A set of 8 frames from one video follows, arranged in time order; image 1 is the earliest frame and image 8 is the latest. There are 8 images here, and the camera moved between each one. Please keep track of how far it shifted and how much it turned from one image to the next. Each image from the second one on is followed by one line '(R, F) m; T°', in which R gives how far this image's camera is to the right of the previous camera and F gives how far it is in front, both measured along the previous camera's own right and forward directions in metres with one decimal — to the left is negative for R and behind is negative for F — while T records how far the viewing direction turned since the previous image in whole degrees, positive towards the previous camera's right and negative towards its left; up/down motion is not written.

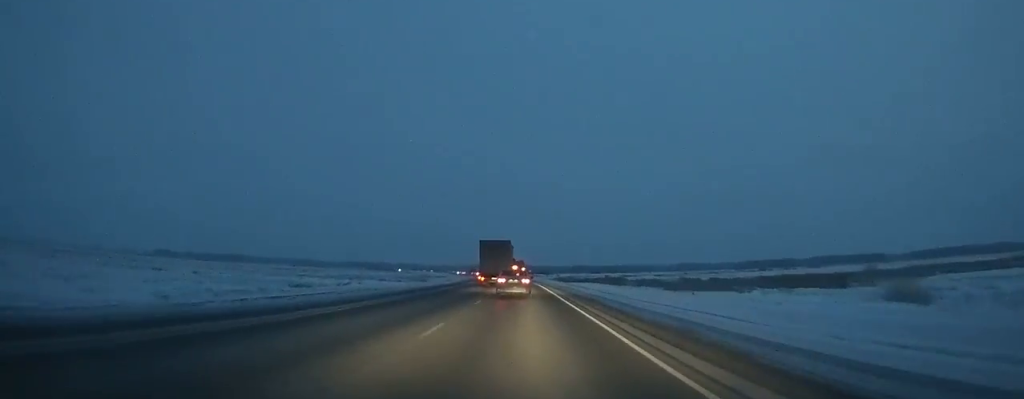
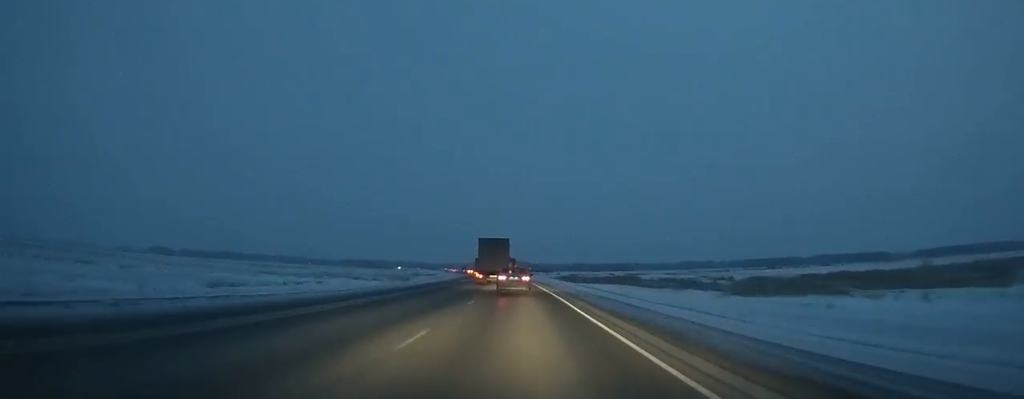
(0.0, +25.0) m; 0°
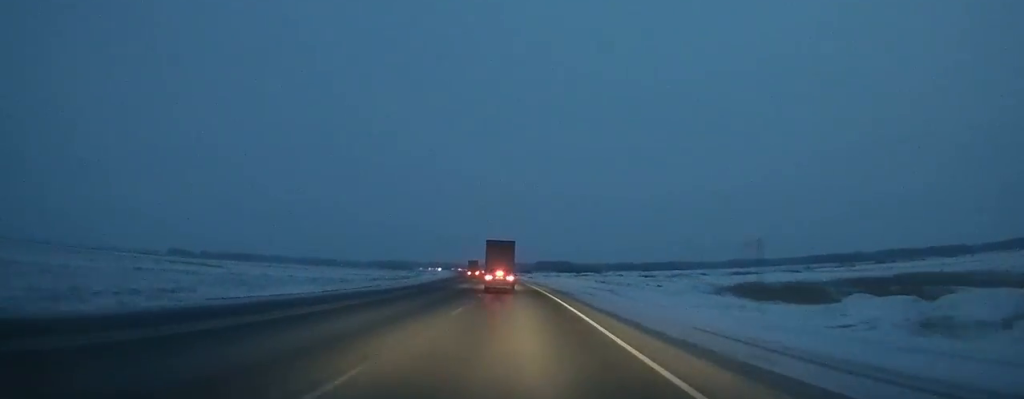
(-3.6, +121.8) m; -4°
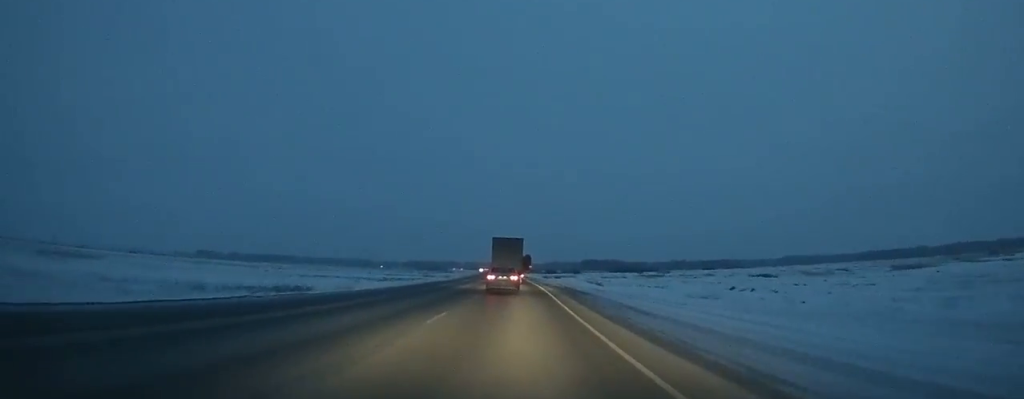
(-2.9, +83.5) m; -3°
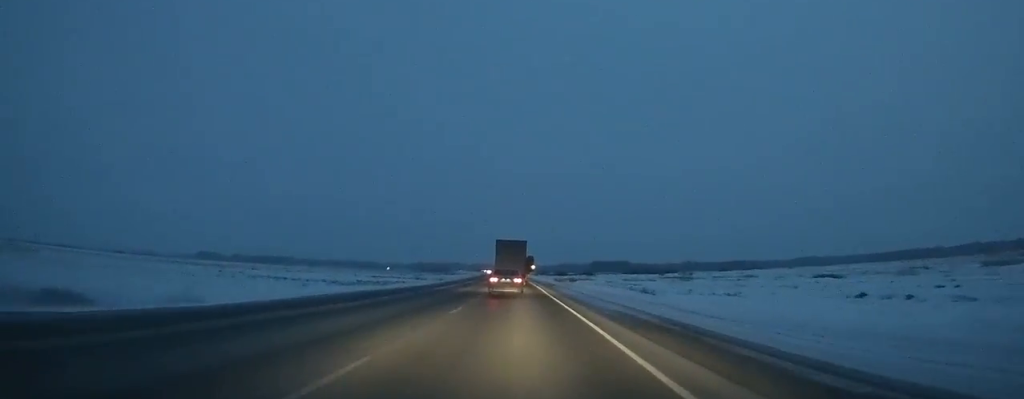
(-0.3, +31.9) m; -1°
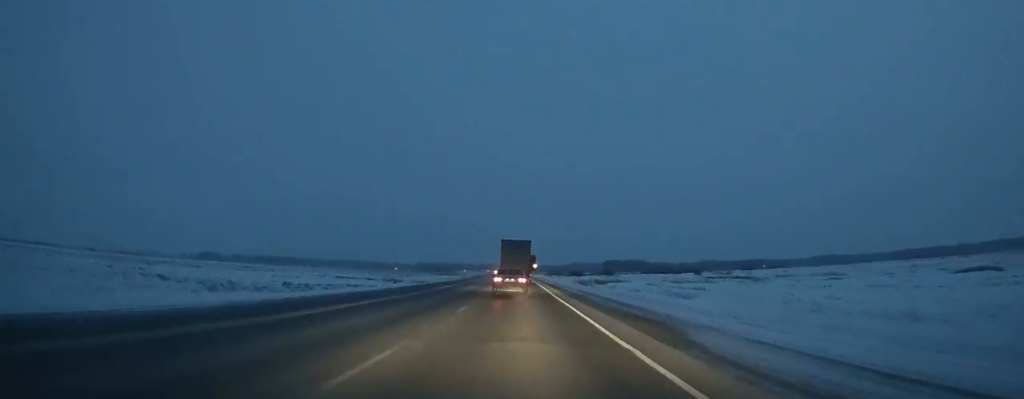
(-0.4, +45.9) m; -1°
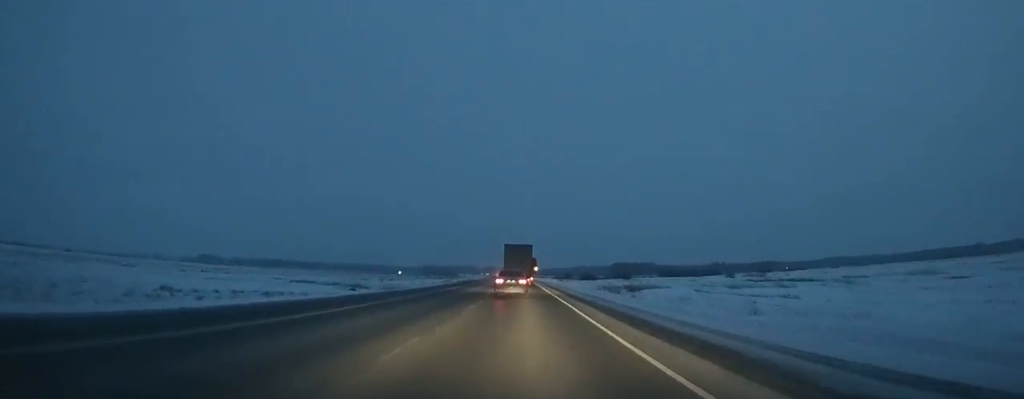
(-0.2, +34.0) m; 0°
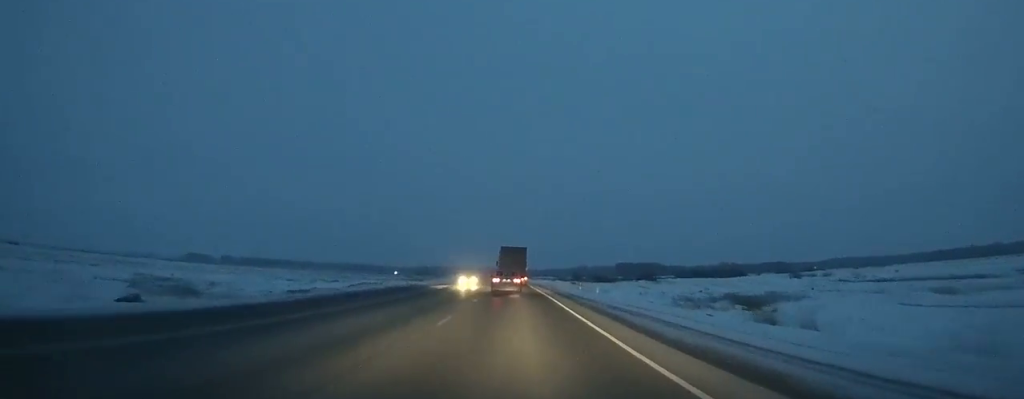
(-0.1, +53.3) m; -1°
